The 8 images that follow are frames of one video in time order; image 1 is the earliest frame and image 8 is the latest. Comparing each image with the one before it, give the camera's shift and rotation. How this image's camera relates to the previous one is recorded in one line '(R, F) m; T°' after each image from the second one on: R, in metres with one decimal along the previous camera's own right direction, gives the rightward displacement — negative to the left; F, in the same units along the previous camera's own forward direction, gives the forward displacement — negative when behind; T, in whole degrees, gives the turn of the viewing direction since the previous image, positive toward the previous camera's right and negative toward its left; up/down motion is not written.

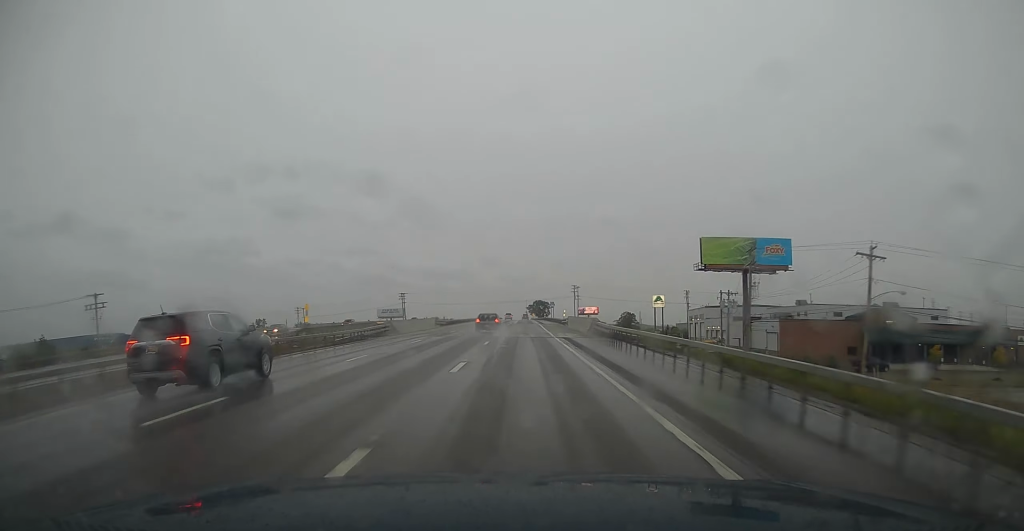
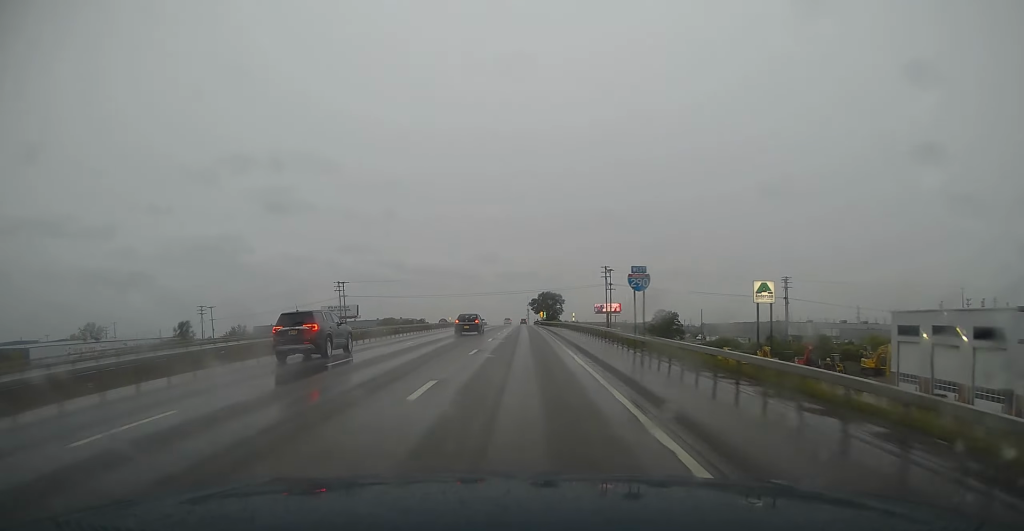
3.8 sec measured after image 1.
(+0.2, +104.8) m; 0°
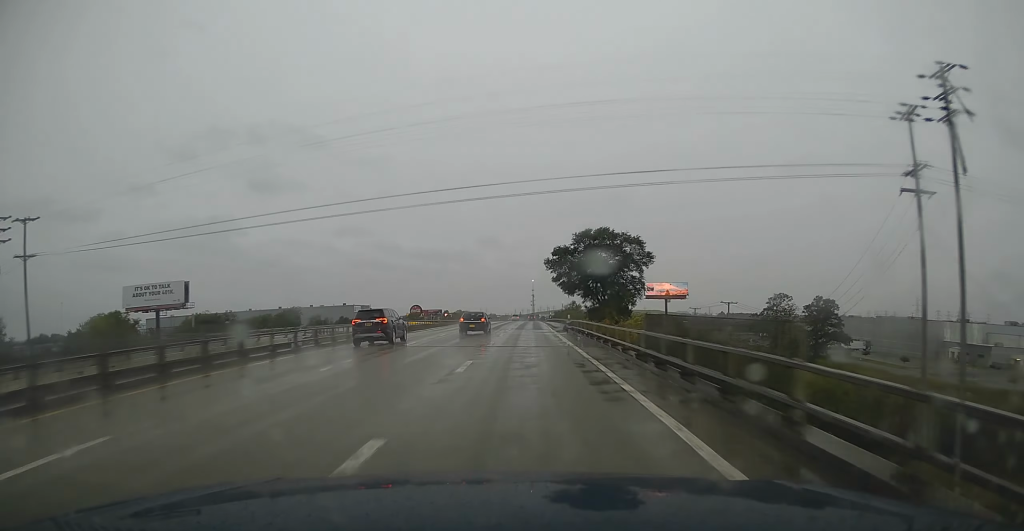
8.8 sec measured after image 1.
(-0.2, +139.3) m; 0°
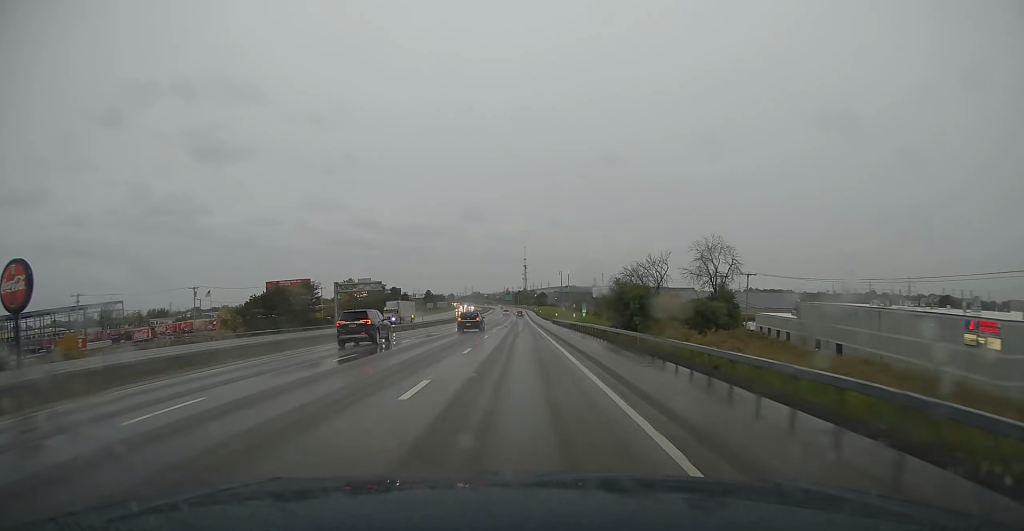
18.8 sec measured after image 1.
(-0.8, +286.4) m; 0°
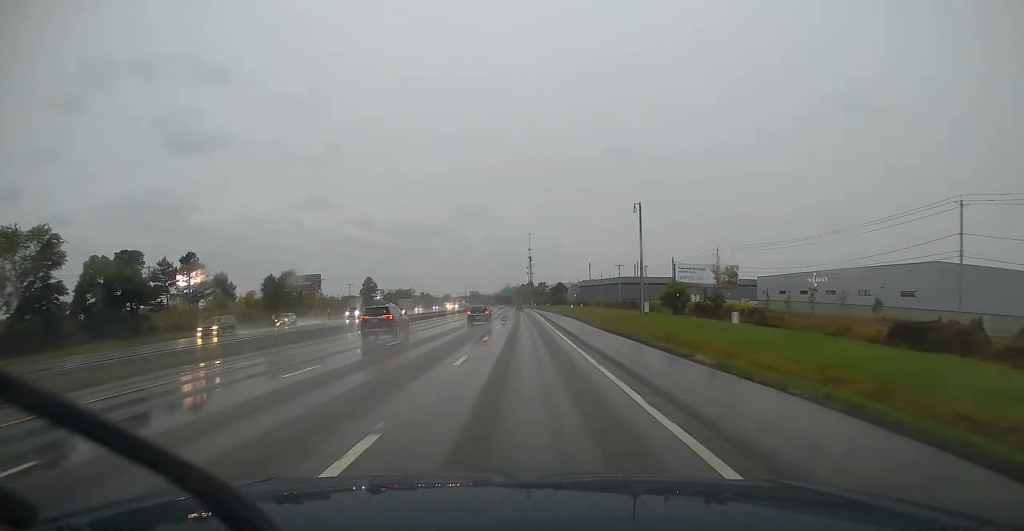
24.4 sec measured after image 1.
(+0.5, +163.7) m; 0°
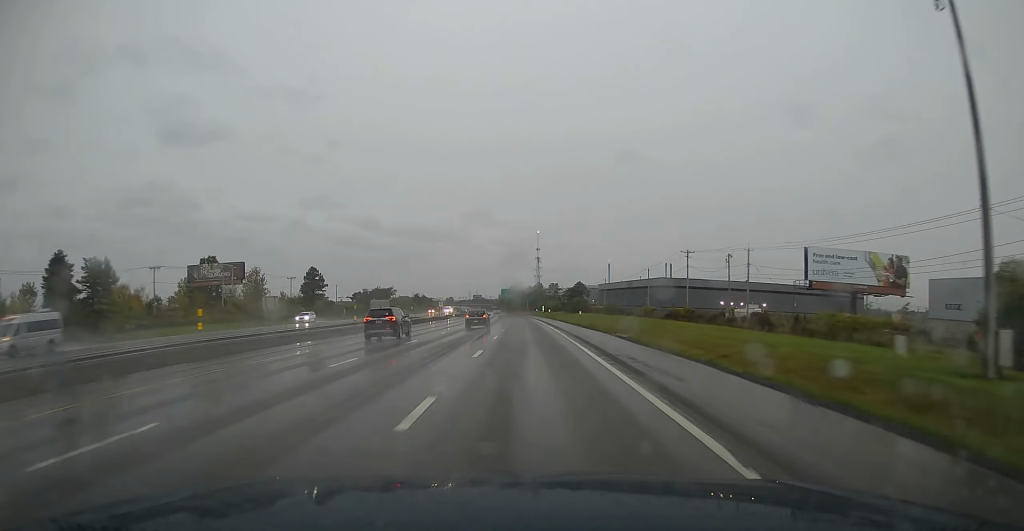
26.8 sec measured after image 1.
(-0.3, +69.8) m; -1°
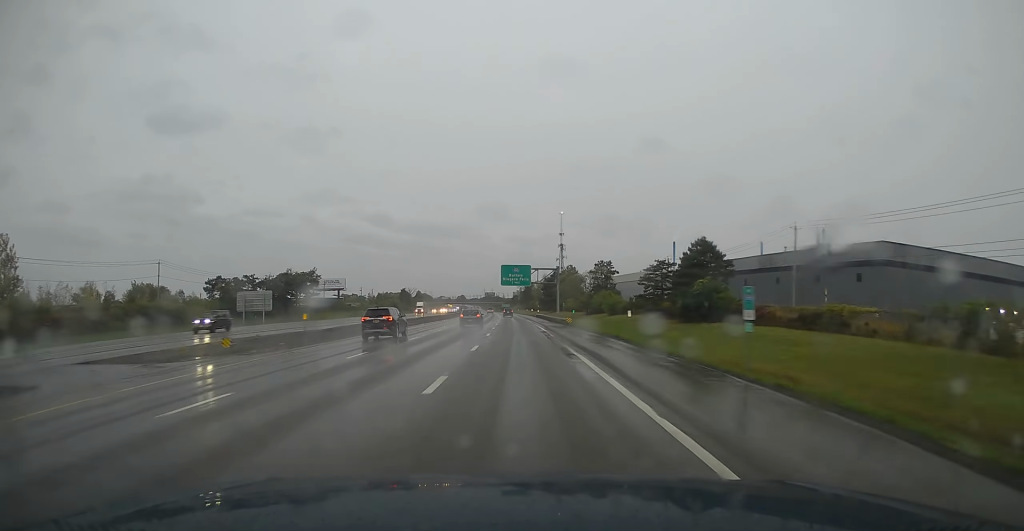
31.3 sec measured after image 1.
(-1.6, +131.3) m; -2°
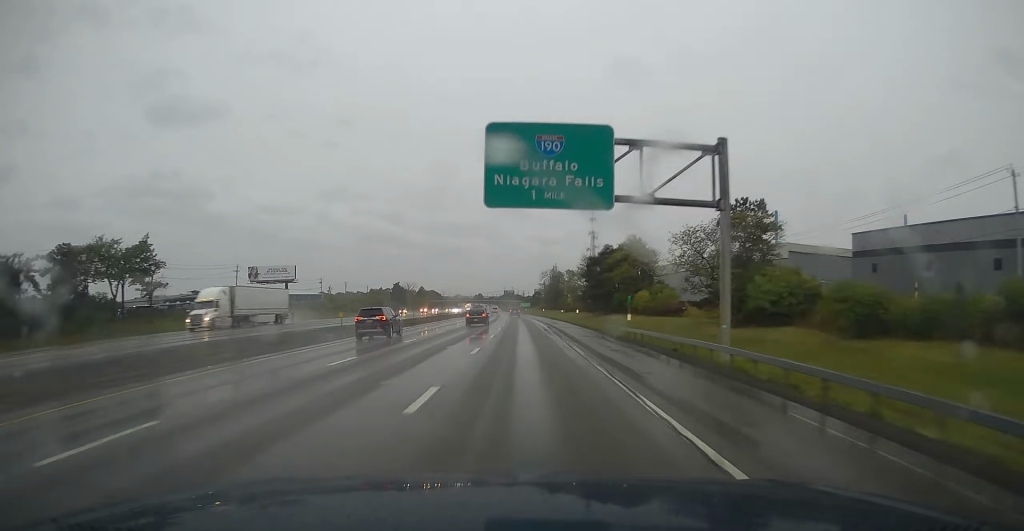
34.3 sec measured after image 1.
(-1.0, +89.1) m; -1°
